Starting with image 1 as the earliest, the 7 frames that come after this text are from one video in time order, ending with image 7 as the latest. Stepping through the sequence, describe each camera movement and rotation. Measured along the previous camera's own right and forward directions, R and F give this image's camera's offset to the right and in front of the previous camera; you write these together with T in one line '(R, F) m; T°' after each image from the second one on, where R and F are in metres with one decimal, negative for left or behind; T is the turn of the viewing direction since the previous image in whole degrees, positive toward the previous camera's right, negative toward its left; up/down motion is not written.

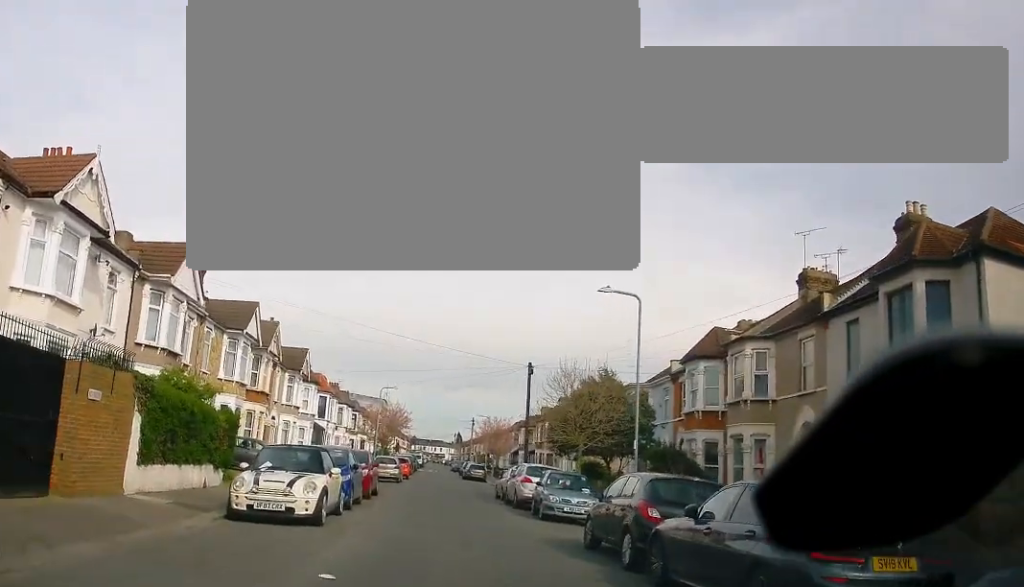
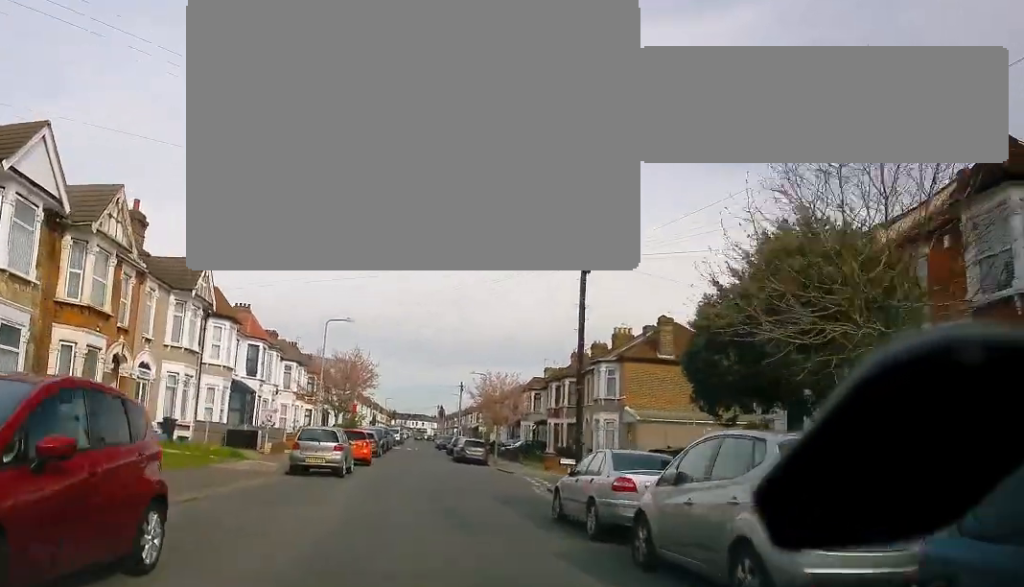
(+2.9, +18.8) m; +10°
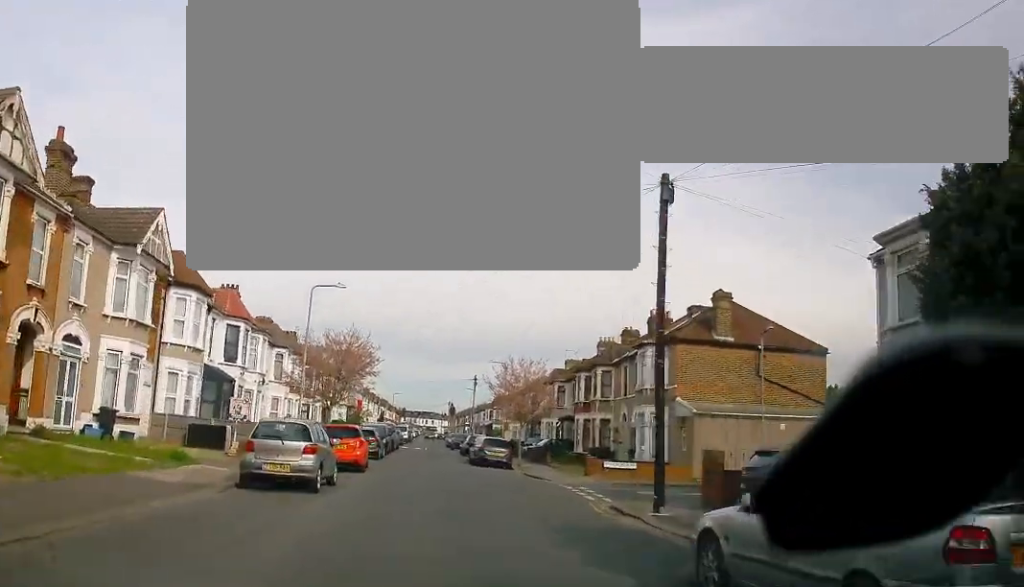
(-0.5, +6.8) m; -4°
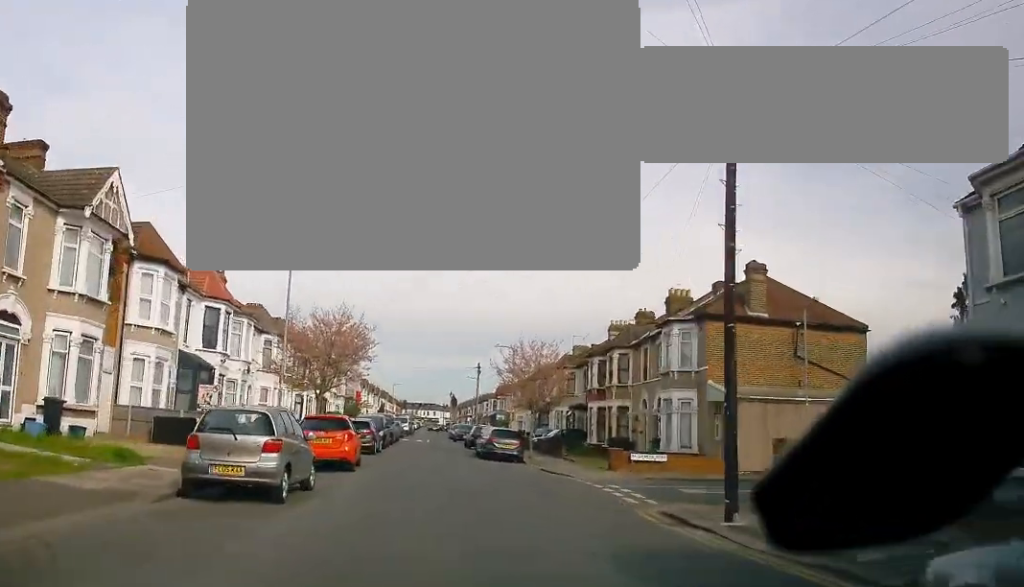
(0.0, +3.6) m; -1°
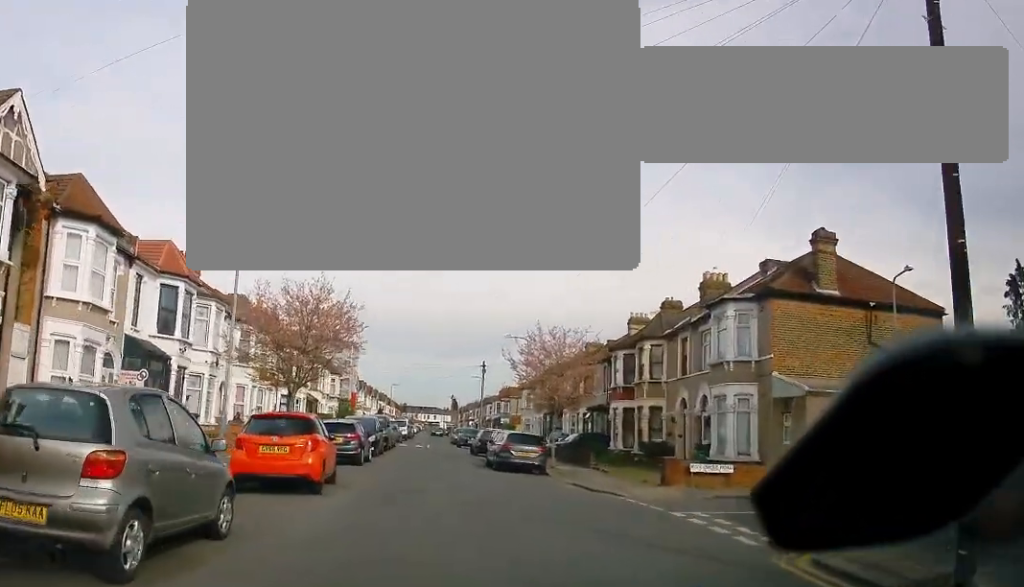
(-0.1, +5.8) m; +2°
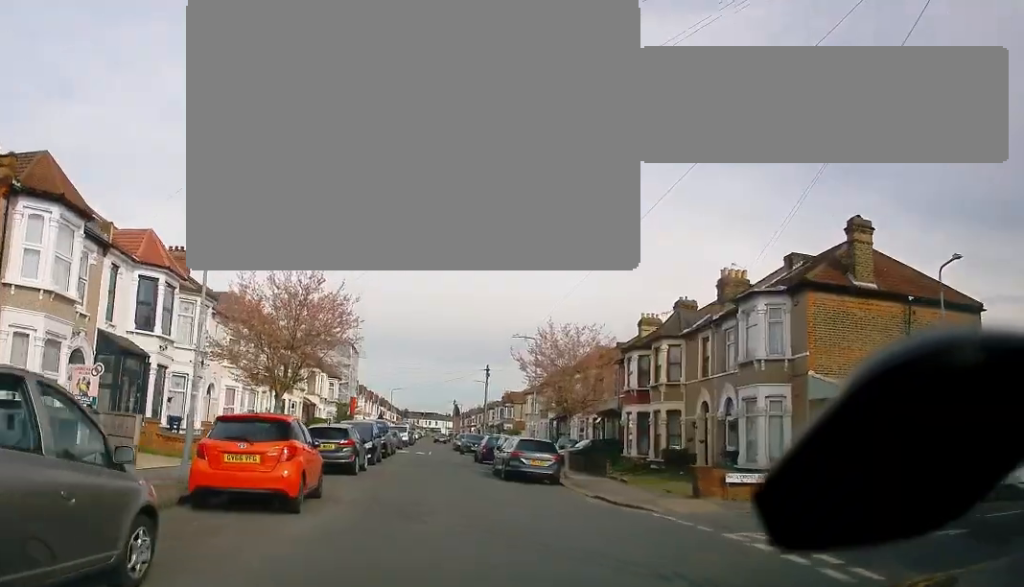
(-0.1, +2.5) m; +1°
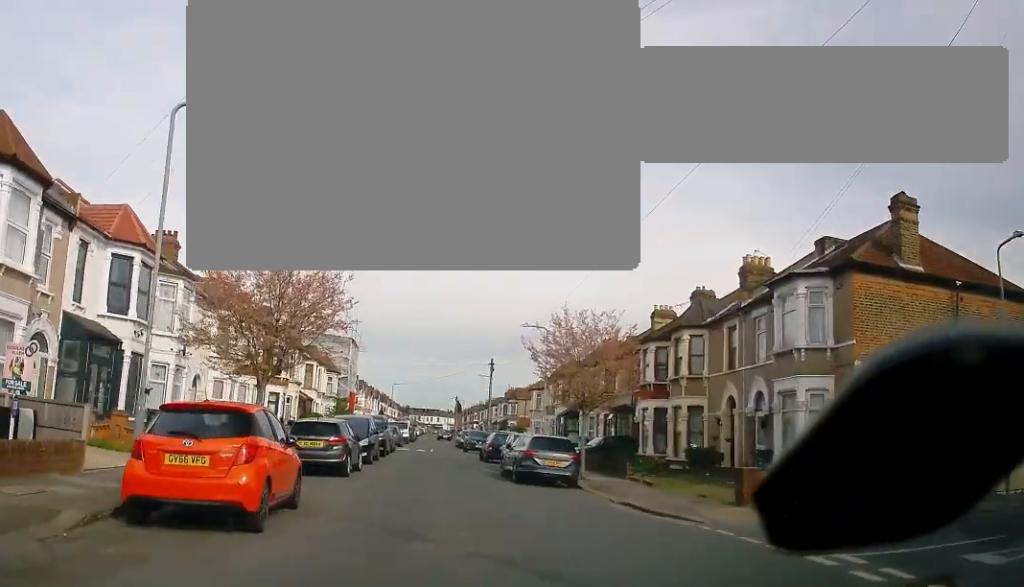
(+0.2, +2.4) m; -1°
